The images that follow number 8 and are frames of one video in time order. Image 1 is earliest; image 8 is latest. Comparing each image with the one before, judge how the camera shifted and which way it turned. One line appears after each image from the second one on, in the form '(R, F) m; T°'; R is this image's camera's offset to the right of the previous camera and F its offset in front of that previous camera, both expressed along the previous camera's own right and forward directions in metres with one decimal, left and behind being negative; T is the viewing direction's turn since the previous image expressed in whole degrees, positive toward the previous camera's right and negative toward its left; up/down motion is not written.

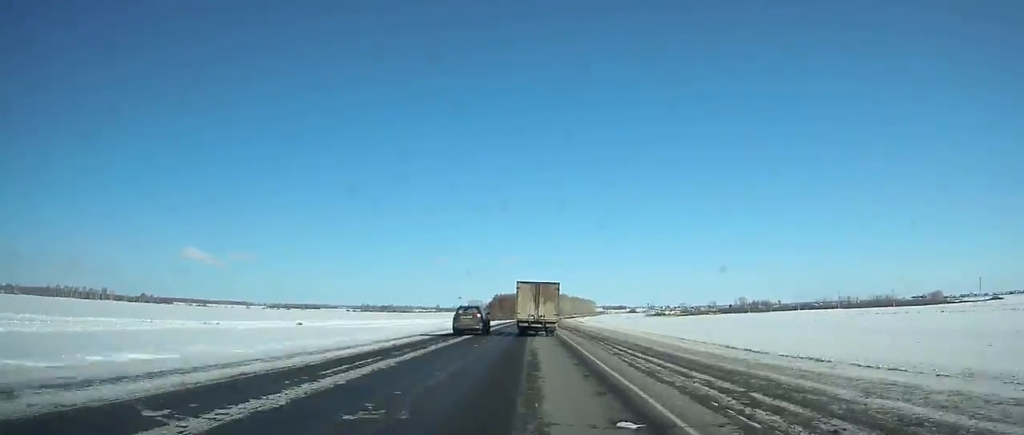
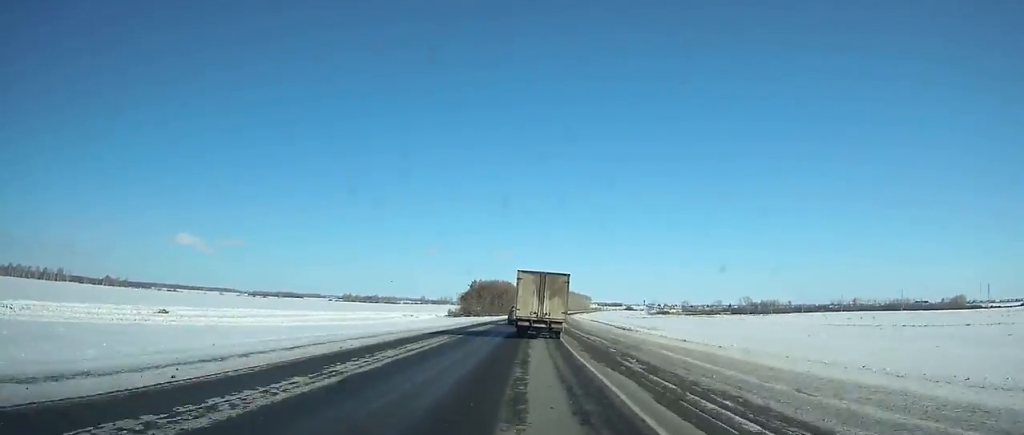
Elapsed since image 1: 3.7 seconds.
(0.0, +63.6) m; +1°
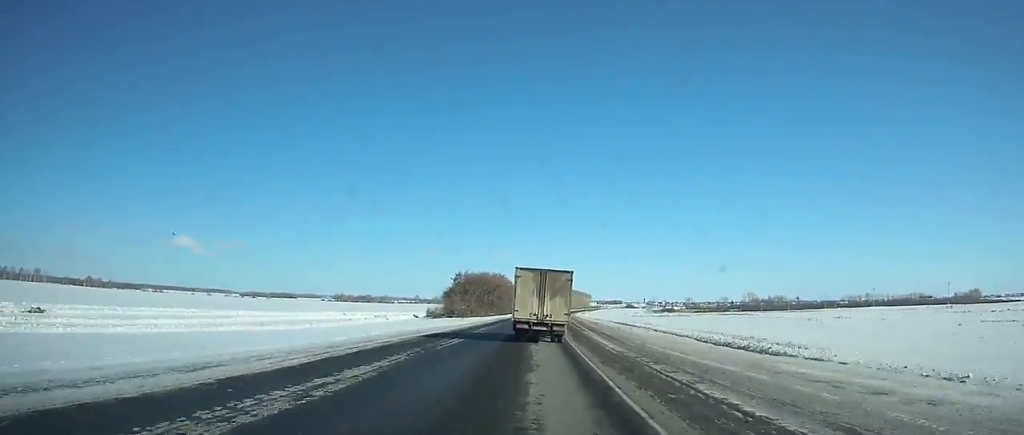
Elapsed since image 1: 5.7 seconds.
(+0.3, +34.6) m; +1°
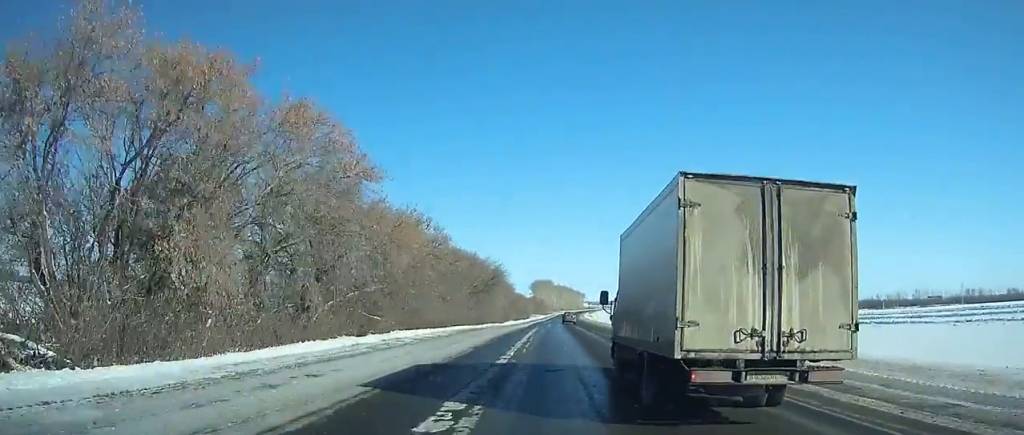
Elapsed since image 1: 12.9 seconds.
(+2.1, +130.7) m; +2°
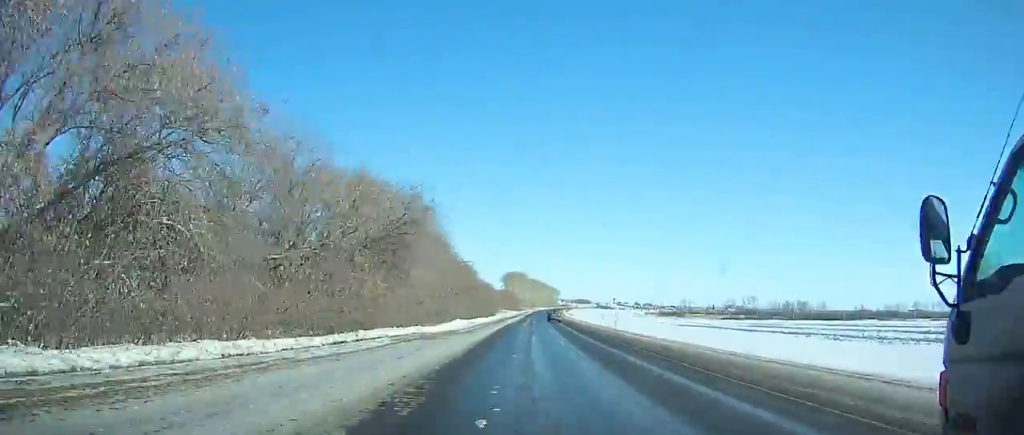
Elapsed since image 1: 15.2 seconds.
(+0.5, +45.6) m; +2°
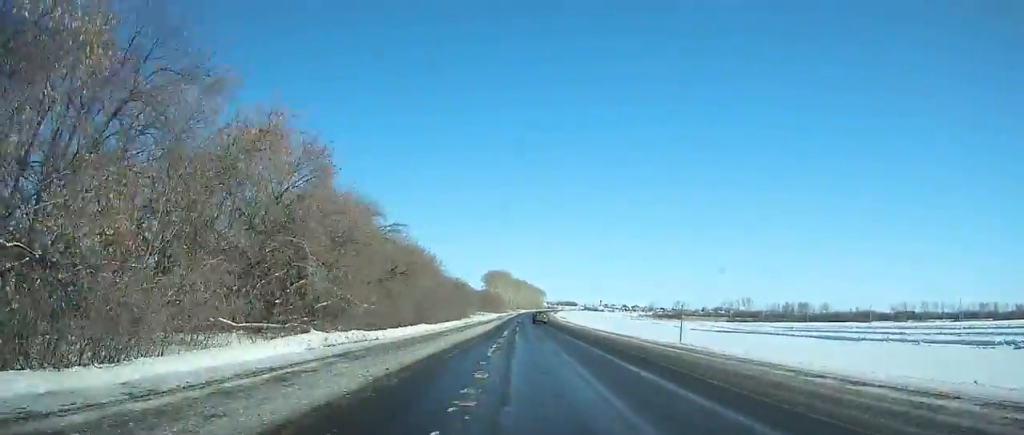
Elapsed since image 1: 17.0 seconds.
(+0.6, +36.8) m; +1°
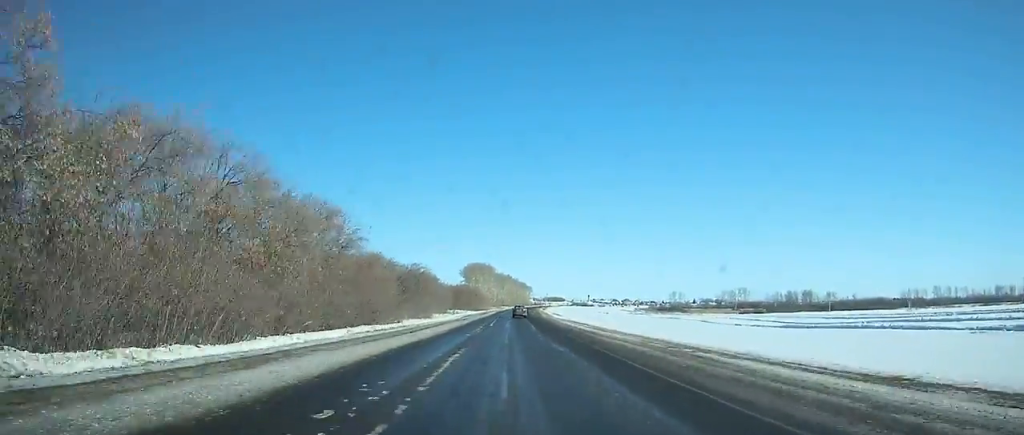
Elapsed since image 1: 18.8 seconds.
(+1.0, +37.5) m; +1°
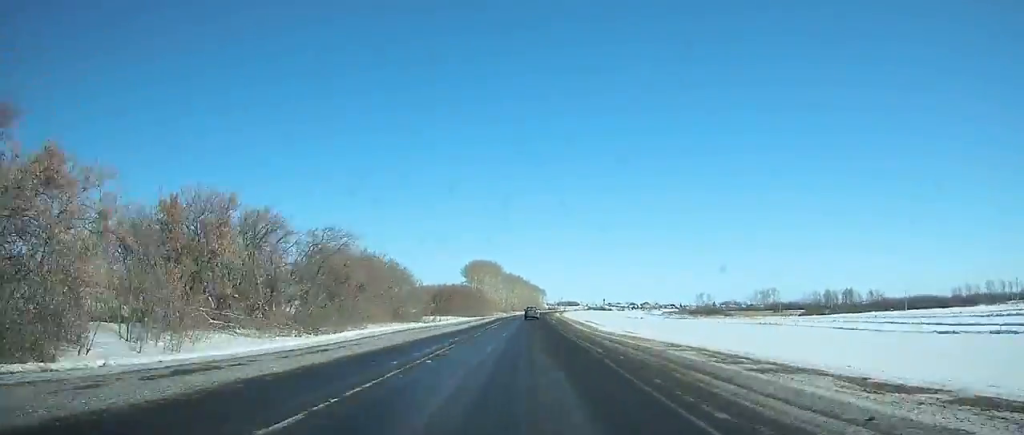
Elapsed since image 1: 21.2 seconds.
(+0.2, +51.4) m; 0°
